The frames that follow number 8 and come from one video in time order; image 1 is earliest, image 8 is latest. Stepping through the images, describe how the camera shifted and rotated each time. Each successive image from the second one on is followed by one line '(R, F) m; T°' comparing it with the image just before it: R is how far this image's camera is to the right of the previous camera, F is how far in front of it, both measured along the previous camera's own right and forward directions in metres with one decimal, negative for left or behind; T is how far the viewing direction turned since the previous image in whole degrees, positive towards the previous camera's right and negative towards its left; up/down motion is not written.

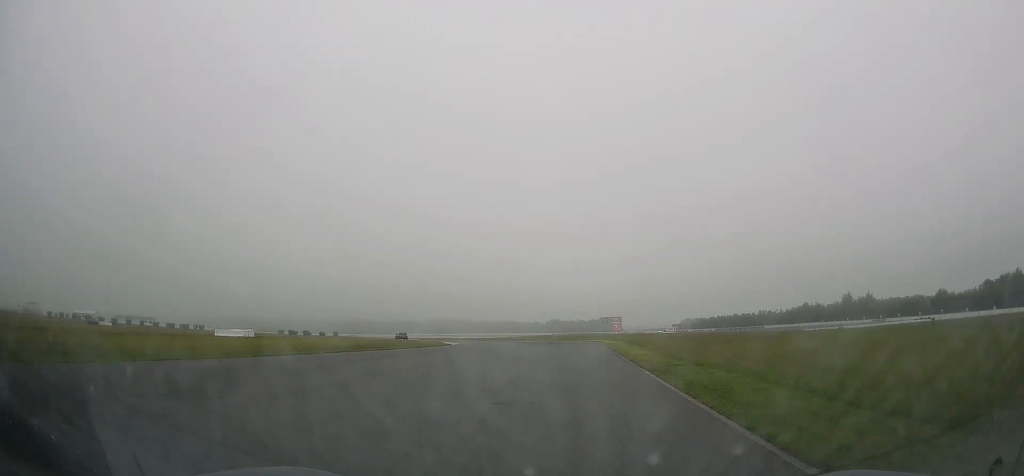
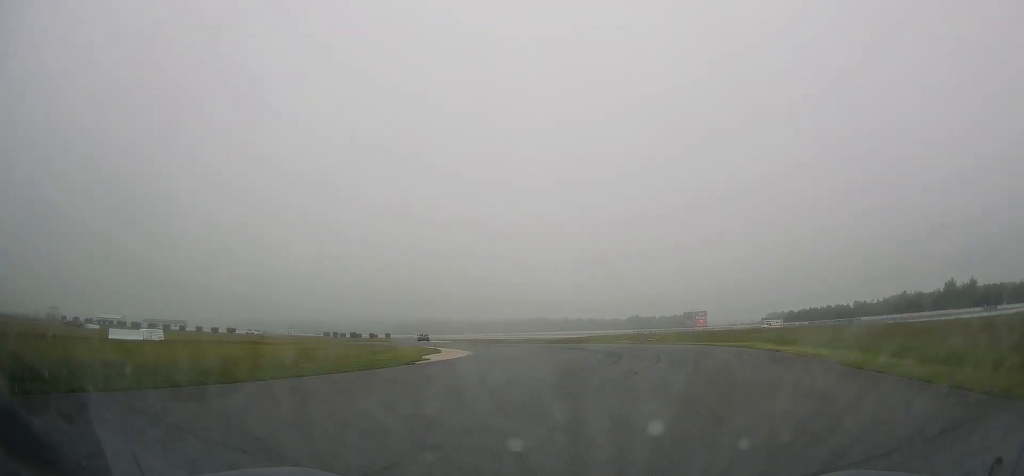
(-0.9, +33.2) m; -7°
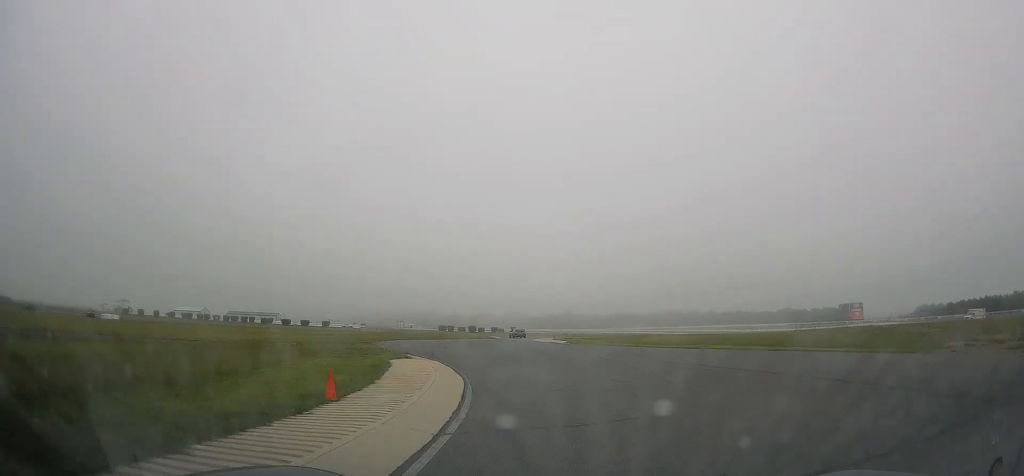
(-4.4, +35.4) m; -13°
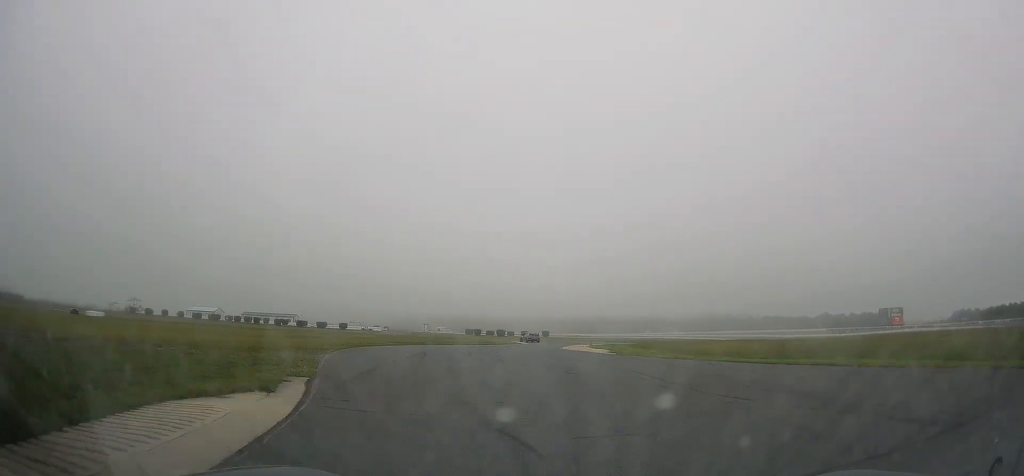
(-1.0, +13.1) m; -3°
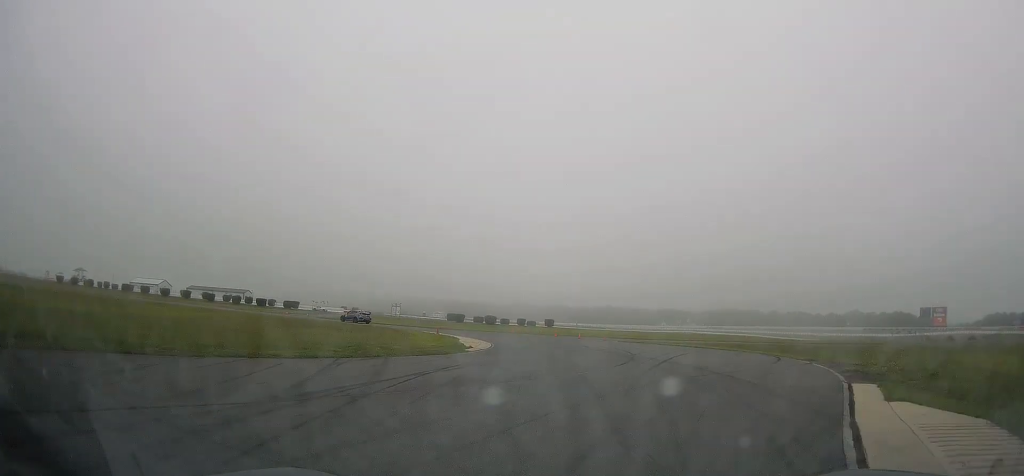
(-2.3, +45.5) m; -5°
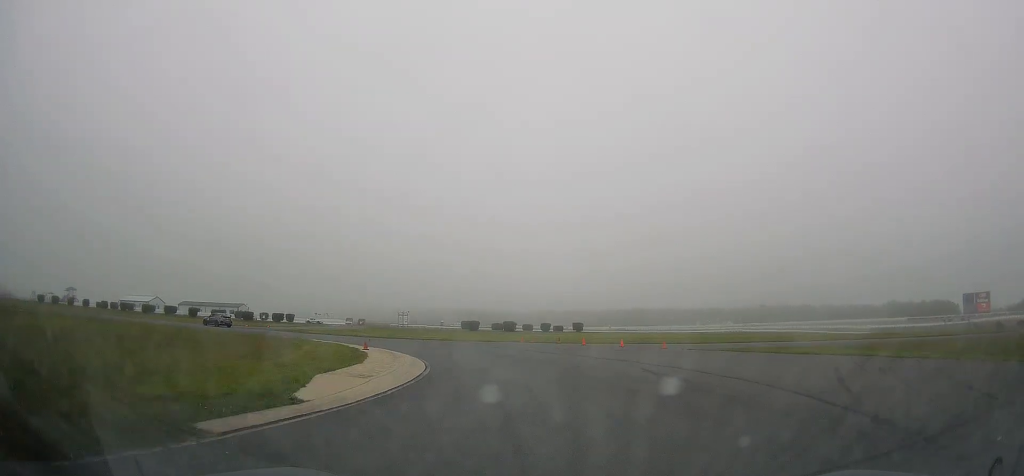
(-0.4, +20.7) m; -9°
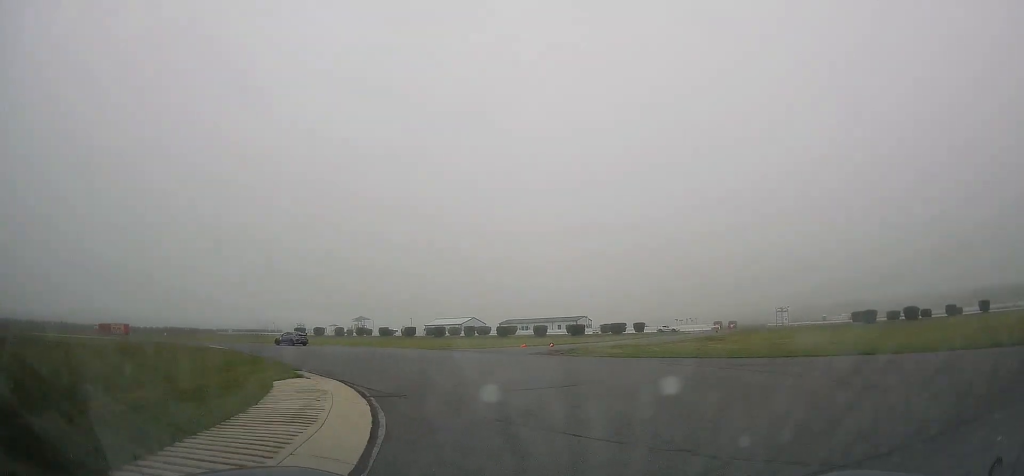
(-6.7, +28.0) m; -33°
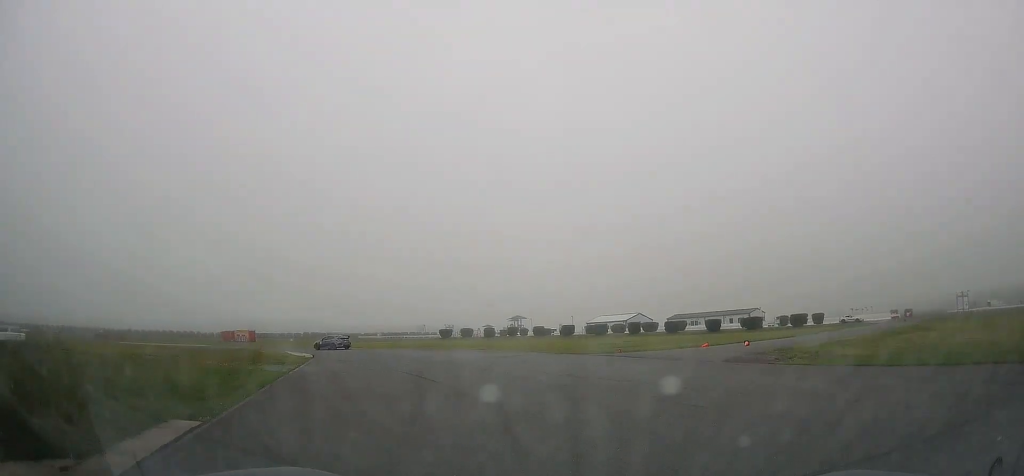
(-2.3, +12.1) m; -15°
